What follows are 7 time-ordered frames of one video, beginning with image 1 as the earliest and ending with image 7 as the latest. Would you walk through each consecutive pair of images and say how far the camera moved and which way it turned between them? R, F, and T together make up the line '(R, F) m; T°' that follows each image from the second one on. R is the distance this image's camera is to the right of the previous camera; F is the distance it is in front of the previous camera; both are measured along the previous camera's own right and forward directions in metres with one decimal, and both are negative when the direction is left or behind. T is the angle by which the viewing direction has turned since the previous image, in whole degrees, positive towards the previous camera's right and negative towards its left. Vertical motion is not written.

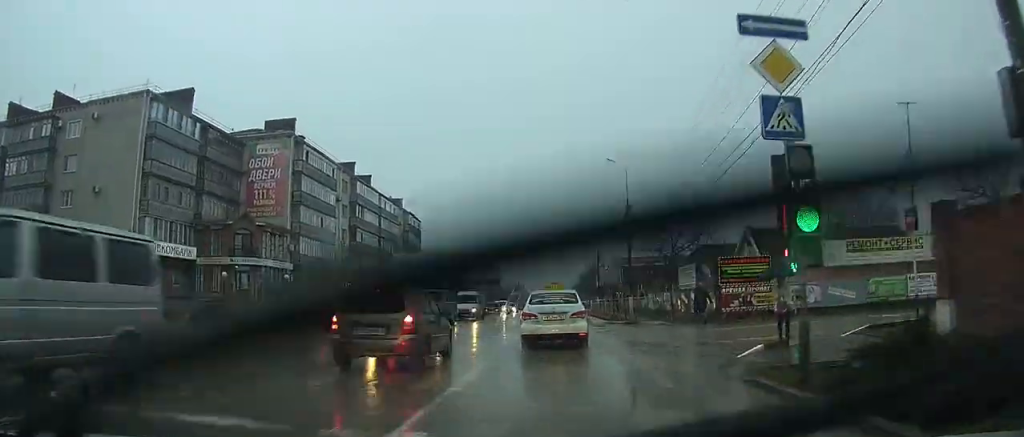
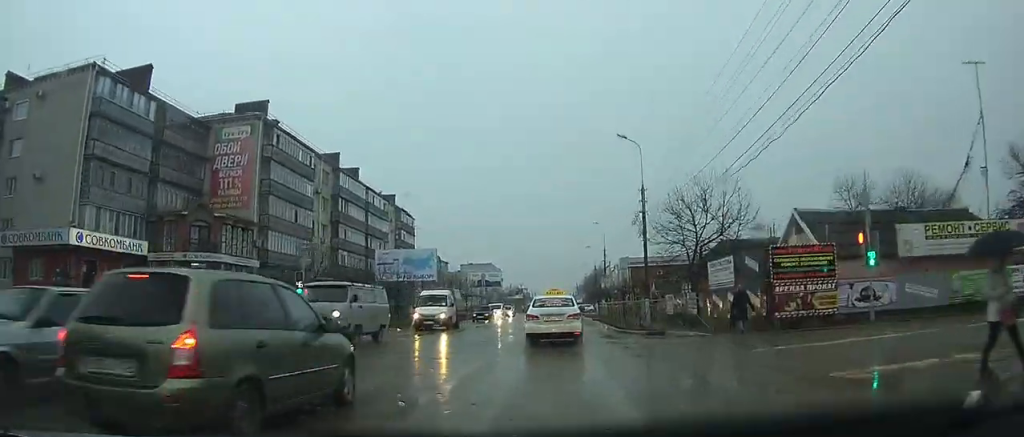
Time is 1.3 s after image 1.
(0.0, +6.9) m; +1°
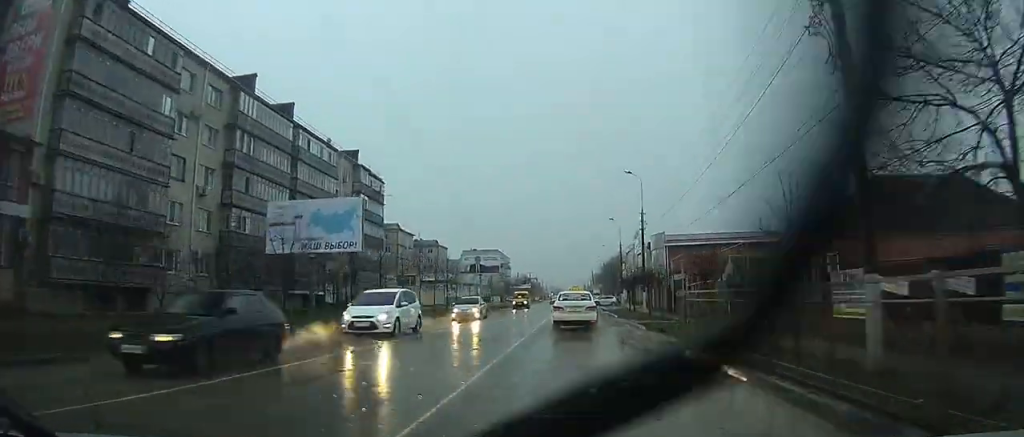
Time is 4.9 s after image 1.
(+0.4, +25.8) m; +1°
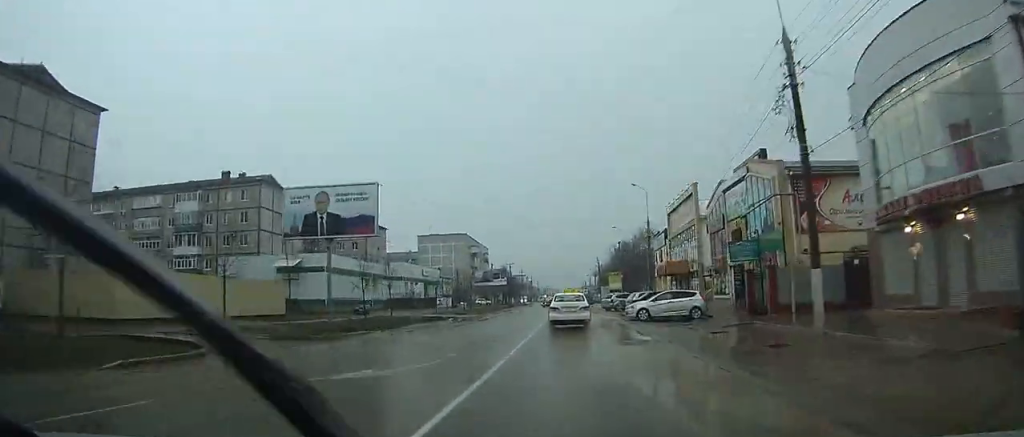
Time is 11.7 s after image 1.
(-0.4, +60.6) m; 0°
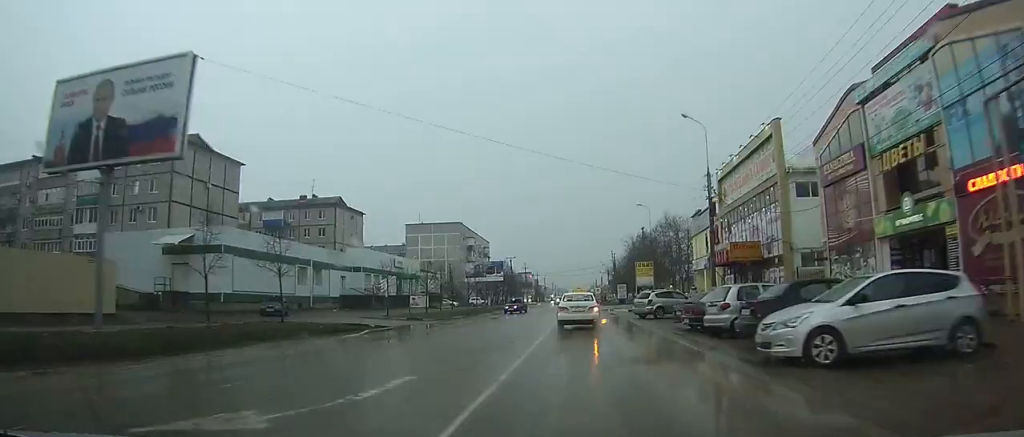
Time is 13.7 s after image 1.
(0.0, +19.2) m; +1°
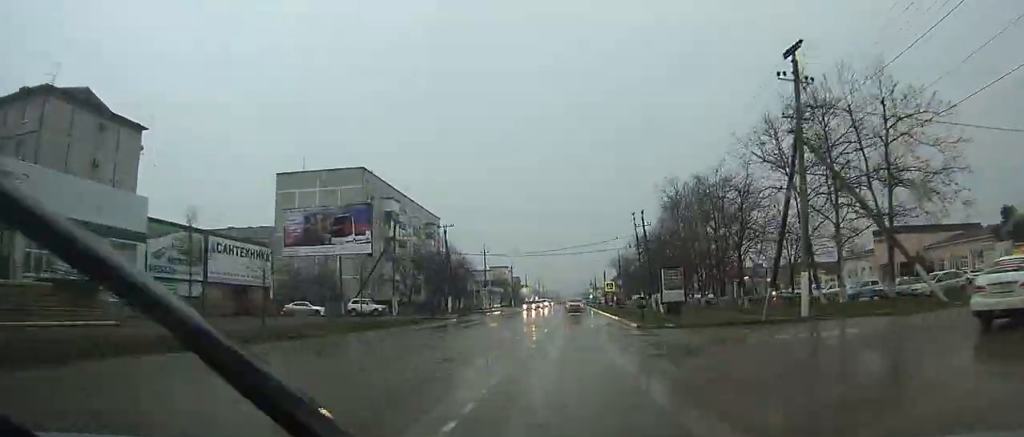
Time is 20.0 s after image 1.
(+1.3, +62.7) m; 0°
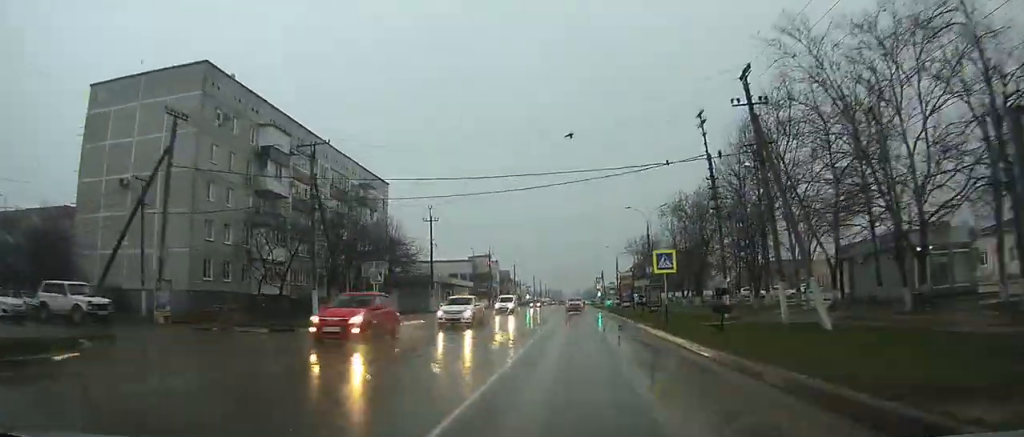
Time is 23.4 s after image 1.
(-0.5, +36.2) m; -1°
